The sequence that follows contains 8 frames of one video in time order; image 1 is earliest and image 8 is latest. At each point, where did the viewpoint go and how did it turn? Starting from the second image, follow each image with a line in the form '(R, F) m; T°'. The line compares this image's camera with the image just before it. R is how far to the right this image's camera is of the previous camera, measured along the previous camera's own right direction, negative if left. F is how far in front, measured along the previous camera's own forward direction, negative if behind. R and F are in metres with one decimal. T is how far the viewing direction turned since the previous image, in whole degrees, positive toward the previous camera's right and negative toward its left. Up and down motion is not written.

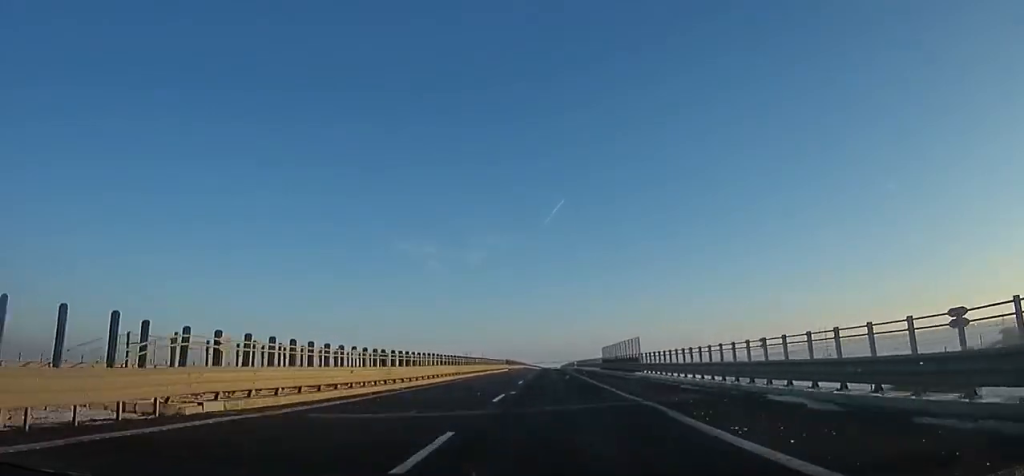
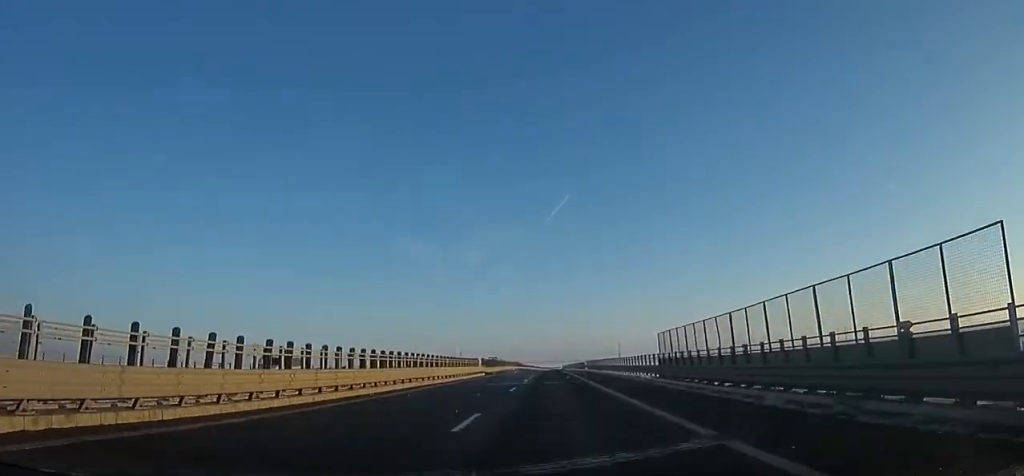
(+0.9, +30.6) m; 0°
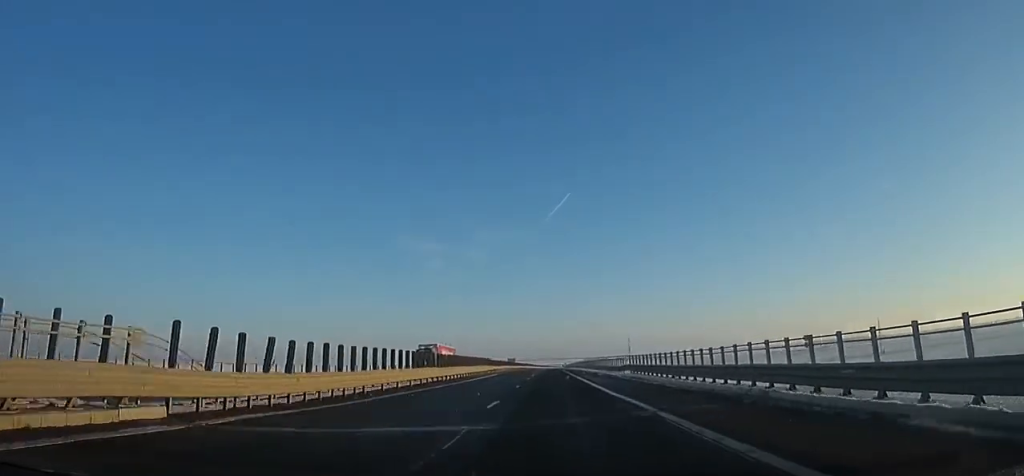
(-0.4, +44.3) m; 0°
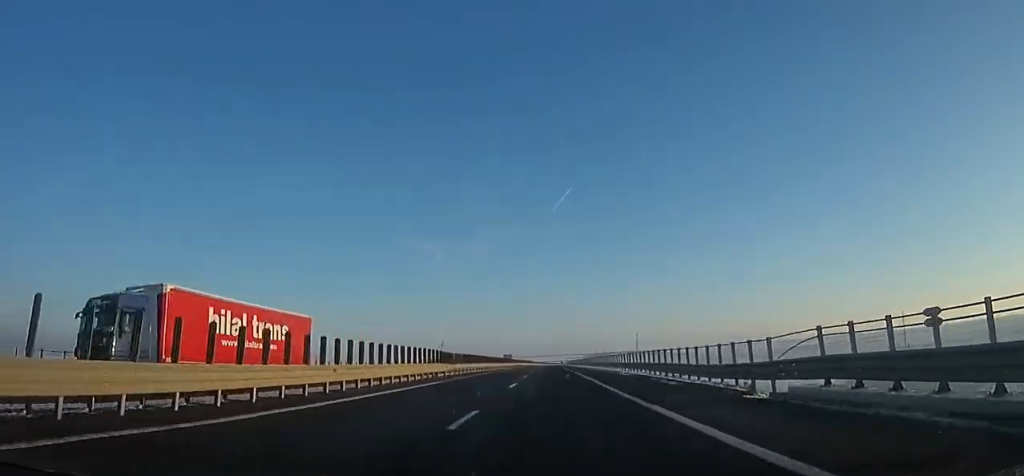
(-0.6, +28.4) m; 0°
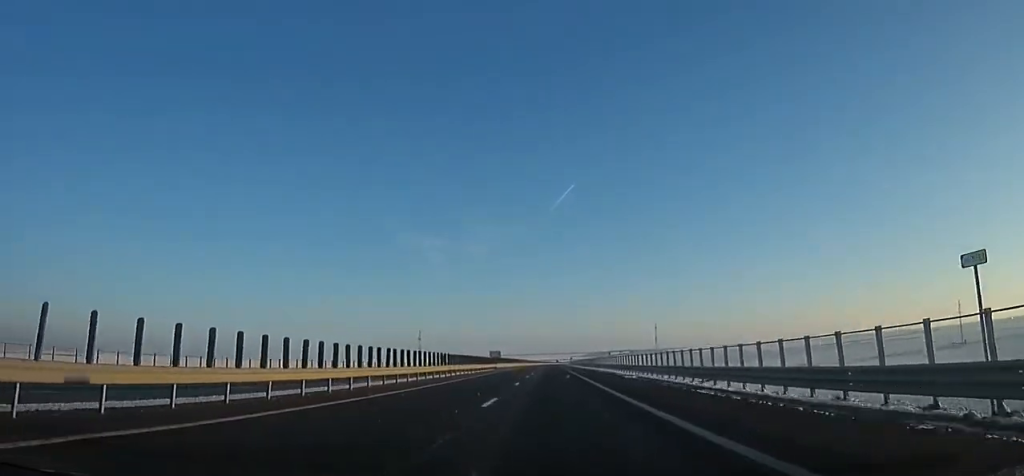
(+0.5, +55.8) m; +1°
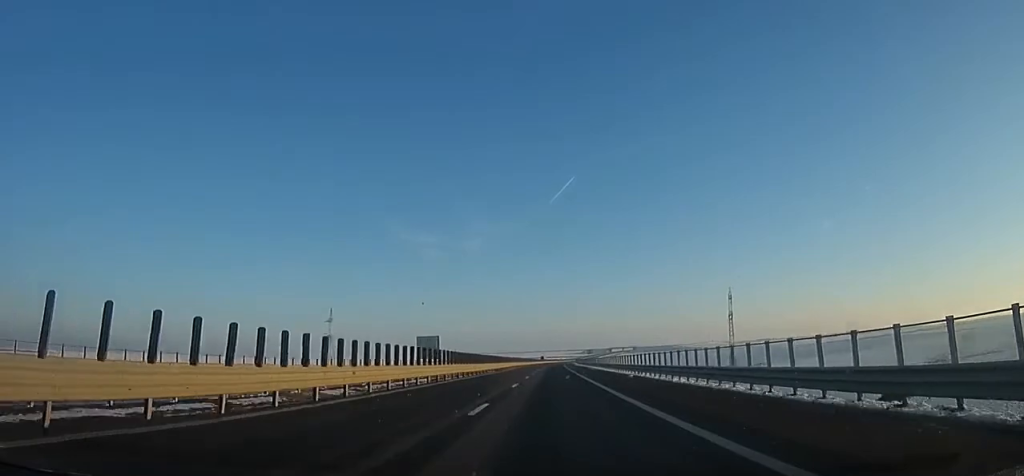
(+0.5, +110.0) m; 0°
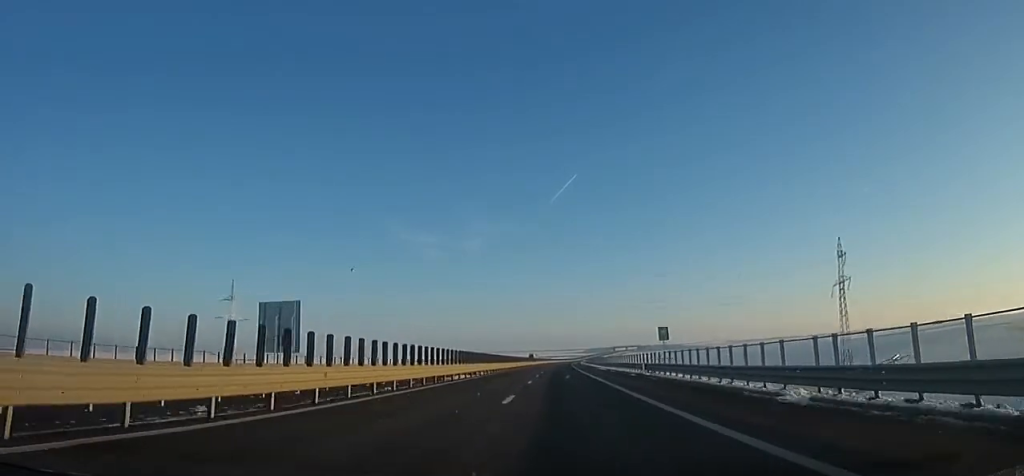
(0.0, +57.2) m; +1°
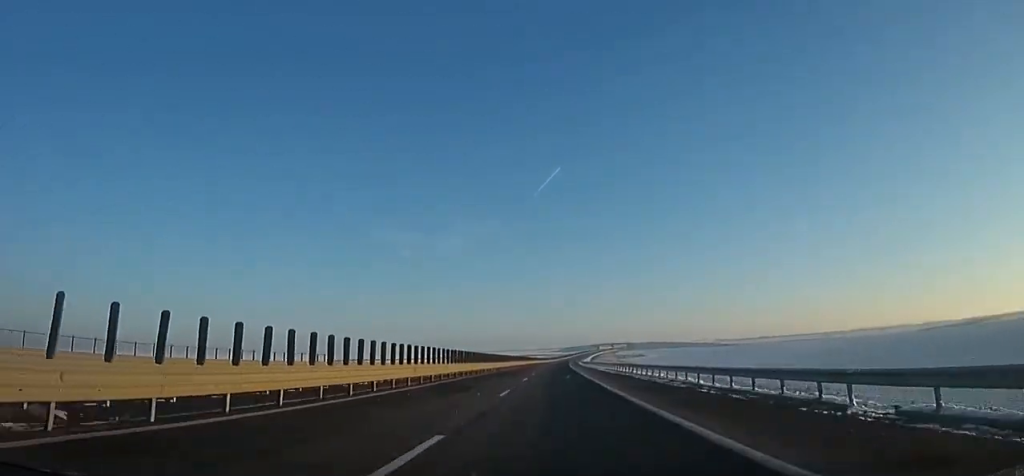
(+4.6, +151.6) m; +2°
